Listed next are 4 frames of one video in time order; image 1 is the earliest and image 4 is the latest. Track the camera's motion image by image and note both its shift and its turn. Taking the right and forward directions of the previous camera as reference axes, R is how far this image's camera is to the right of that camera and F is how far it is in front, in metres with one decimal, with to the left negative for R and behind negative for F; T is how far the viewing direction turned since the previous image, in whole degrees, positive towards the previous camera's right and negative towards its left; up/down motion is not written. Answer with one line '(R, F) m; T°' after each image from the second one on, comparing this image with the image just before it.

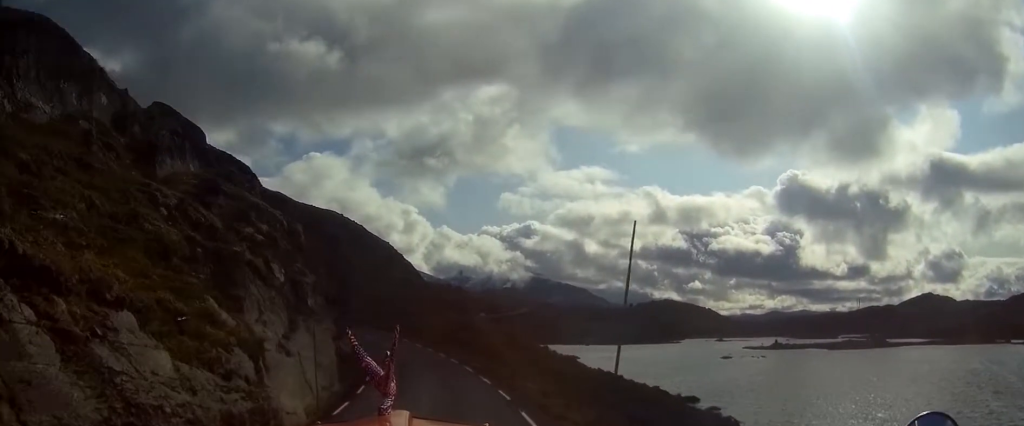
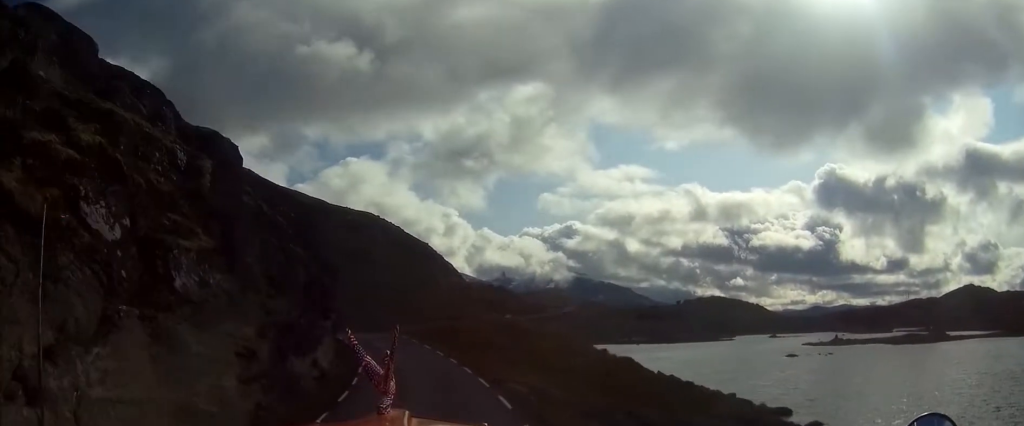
(-0.5, +15.1) m; -3°
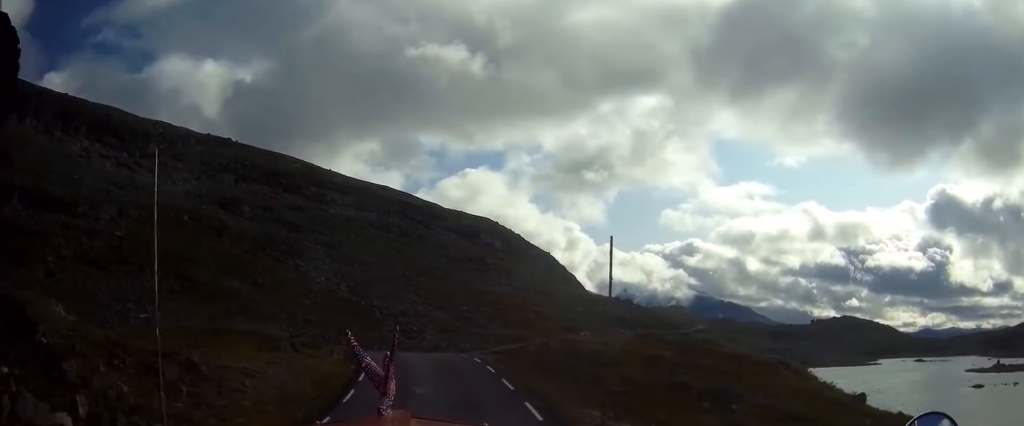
(-2.7, +32.9) m; -10°
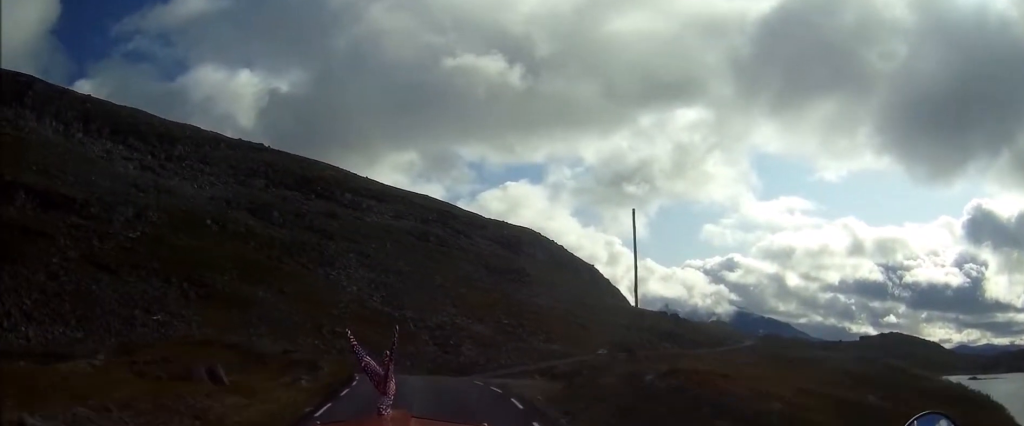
(-0.5, +14.6) m; -3°
